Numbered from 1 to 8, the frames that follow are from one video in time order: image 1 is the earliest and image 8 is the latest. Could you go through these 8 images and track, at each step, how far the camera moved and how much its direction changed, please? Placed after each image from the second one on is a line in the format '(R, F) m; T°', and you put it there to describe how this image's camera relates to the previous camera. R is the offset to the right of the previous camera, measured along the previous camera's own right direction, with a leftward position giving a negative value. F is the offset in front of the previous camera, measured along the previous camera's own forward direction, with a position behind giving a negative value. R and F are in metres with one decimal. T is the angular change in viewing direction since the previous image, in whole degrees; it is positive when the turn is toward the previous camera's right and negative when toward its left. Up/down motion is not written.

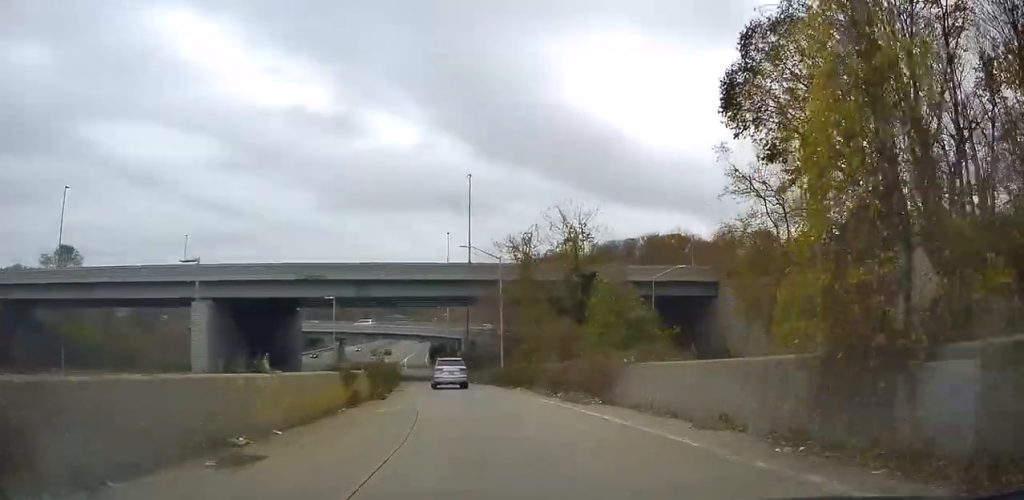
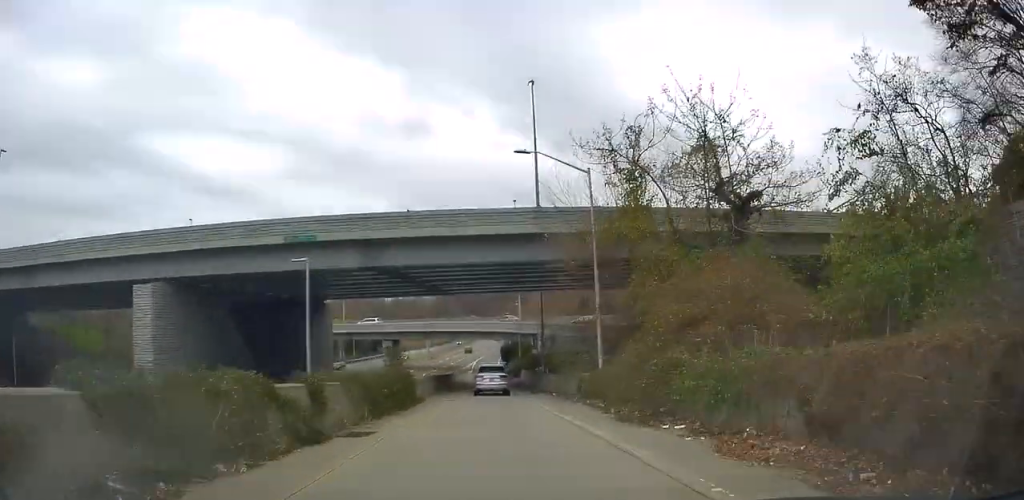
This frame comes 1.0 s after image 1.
(-2.5, +18.5) m; -11°
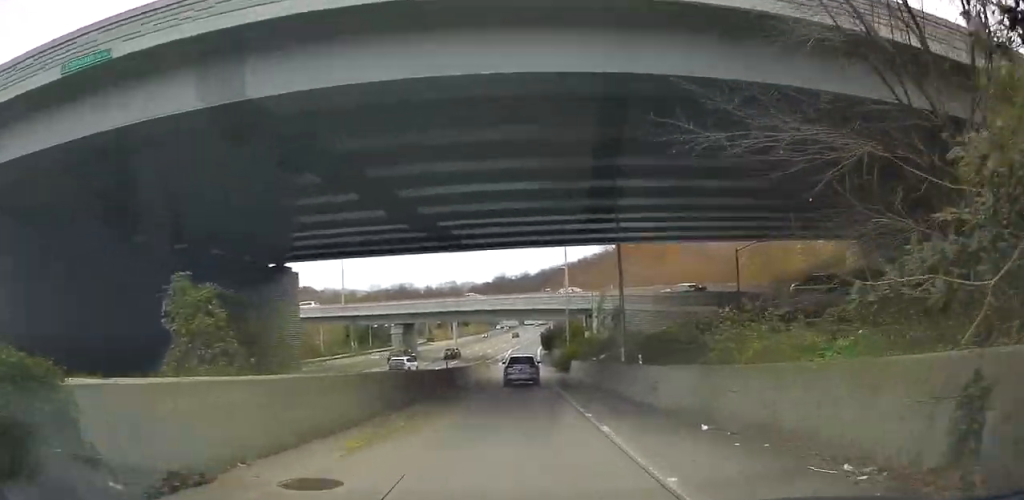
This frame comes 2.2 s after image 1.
(-1.4, +20.9) m; -7°
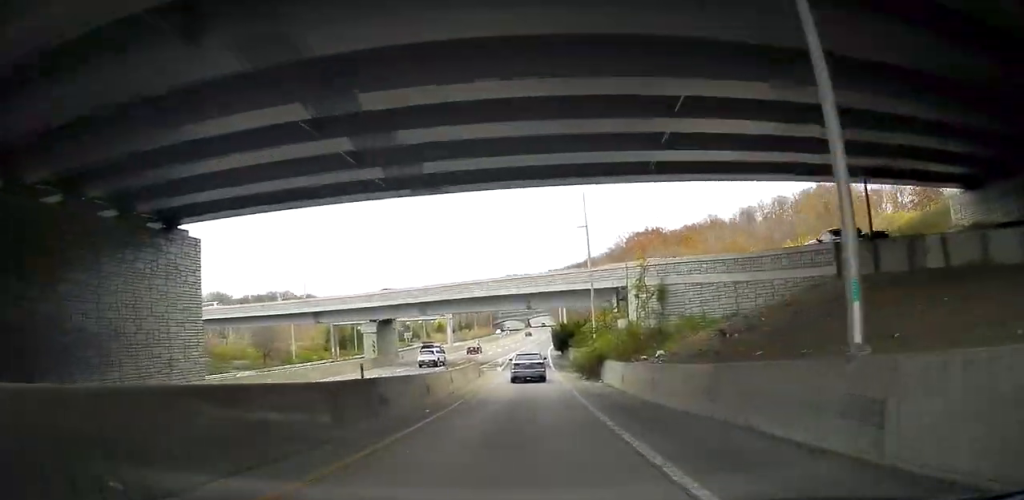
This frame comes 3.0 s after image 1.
(-0.6, +15.5) m; -4°
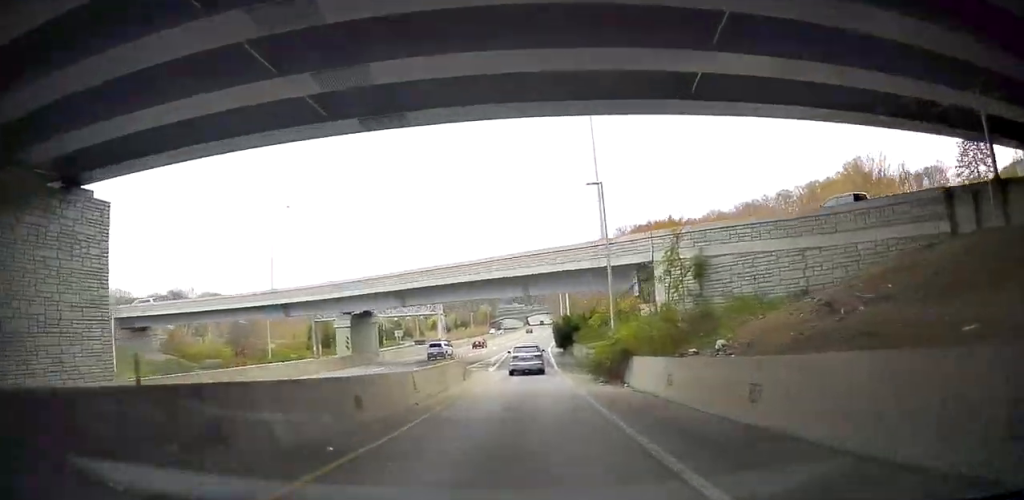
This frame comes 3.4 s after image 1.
(-0.2, +7.9) m; -1°
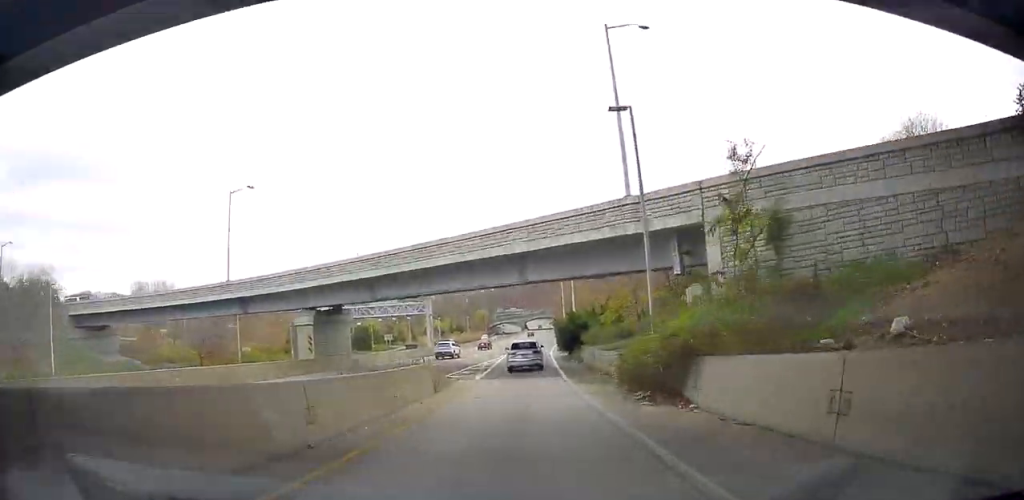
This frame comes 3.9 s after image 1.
(-0.1, +8.2) m; -1°
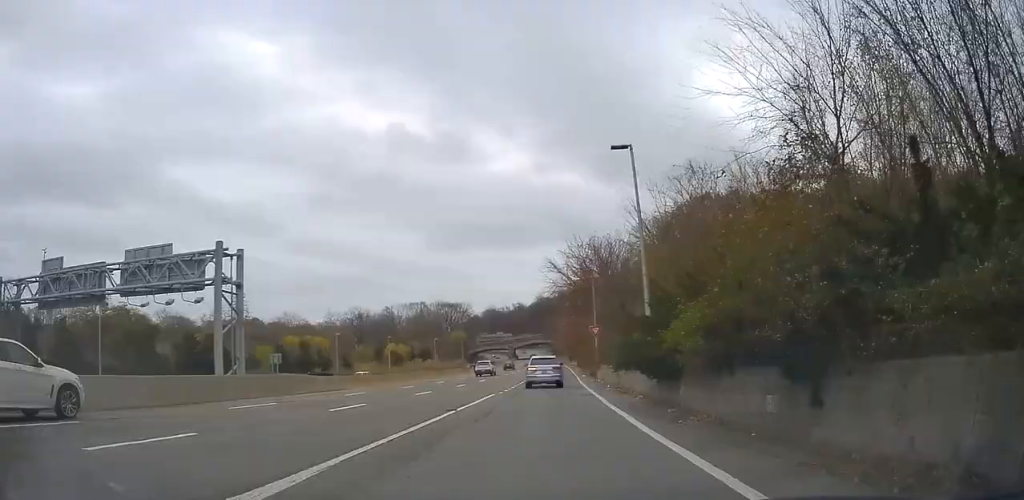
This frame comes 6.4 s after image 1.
(-1.6, +53.4) m; 0°
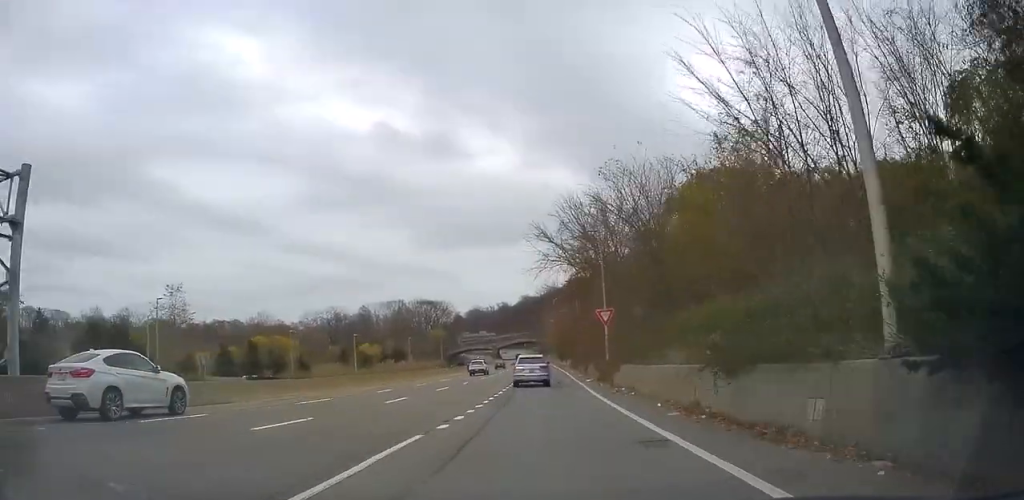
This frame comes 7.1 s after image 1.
(+0.3, +15.3) m; +2°
